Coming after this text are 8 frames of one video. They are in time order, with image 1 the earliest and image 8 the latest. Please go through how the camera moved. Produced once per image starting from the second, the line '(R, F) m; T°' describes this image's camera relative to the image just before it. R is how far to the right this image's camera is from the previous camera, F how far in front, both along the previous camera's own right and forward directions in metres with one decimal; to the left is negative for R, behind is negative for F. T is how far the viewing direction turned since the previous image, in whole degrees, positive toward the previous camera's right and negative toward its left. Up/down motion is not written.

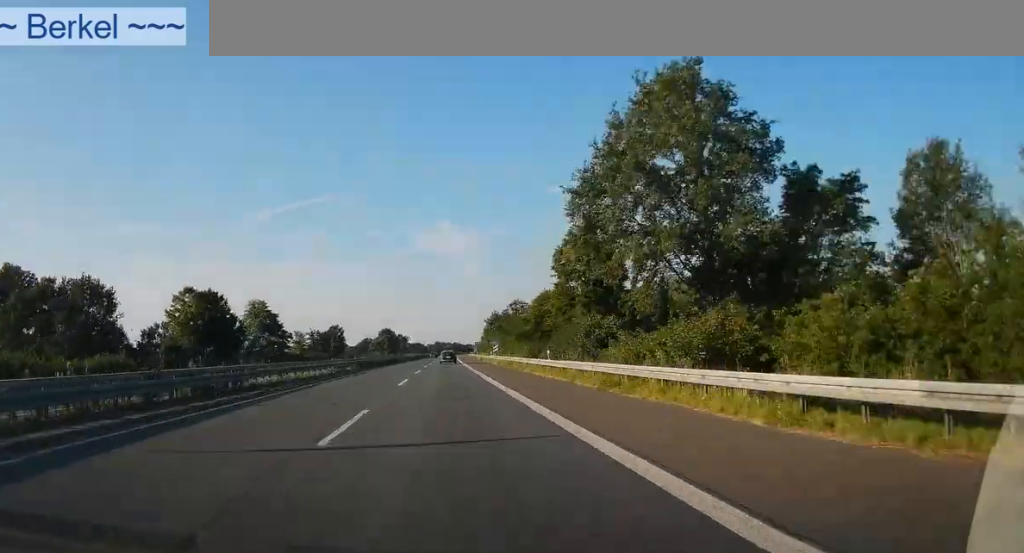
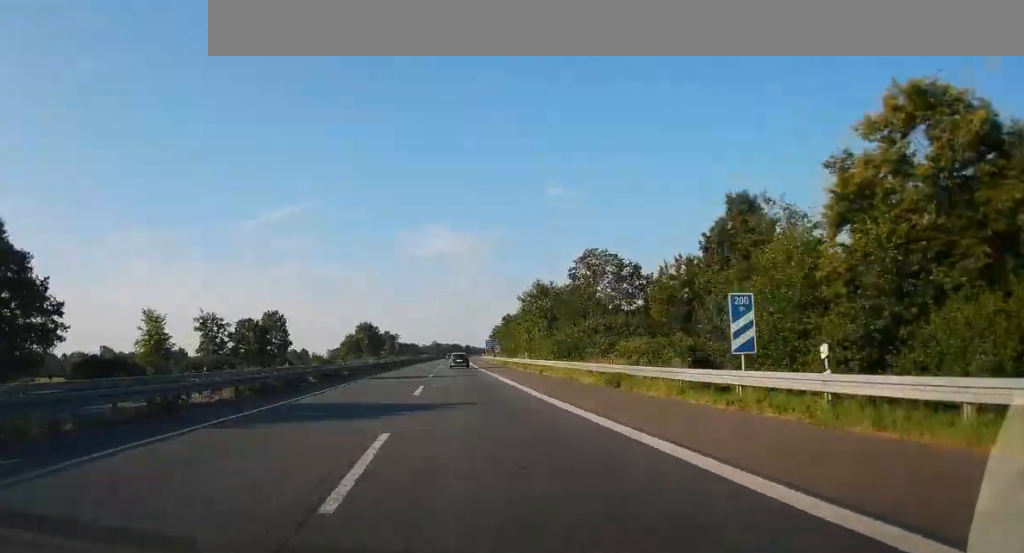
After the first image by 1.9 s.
(-0.2, +75.6) m; 0°
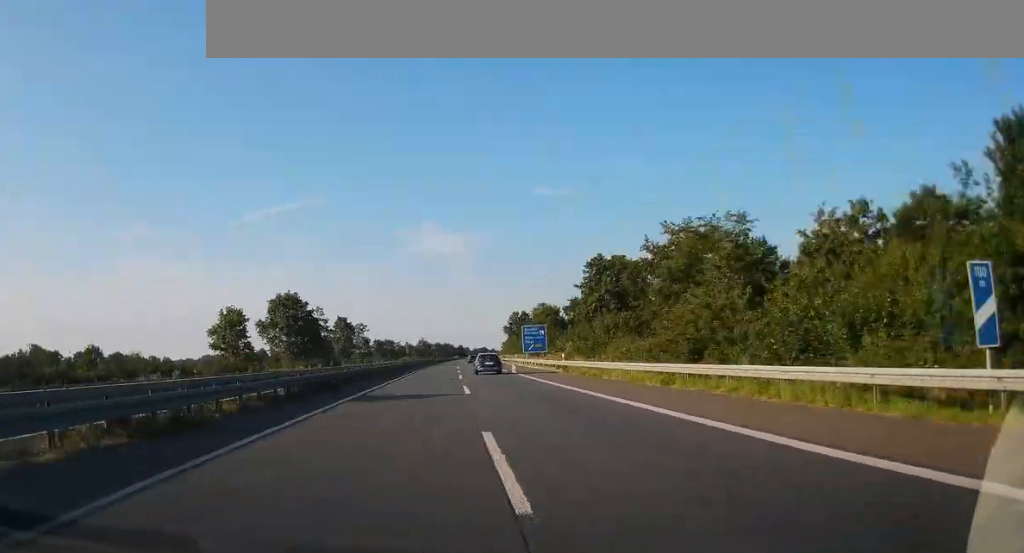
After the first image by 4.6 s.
(+0.8, +106.8) m; +1°
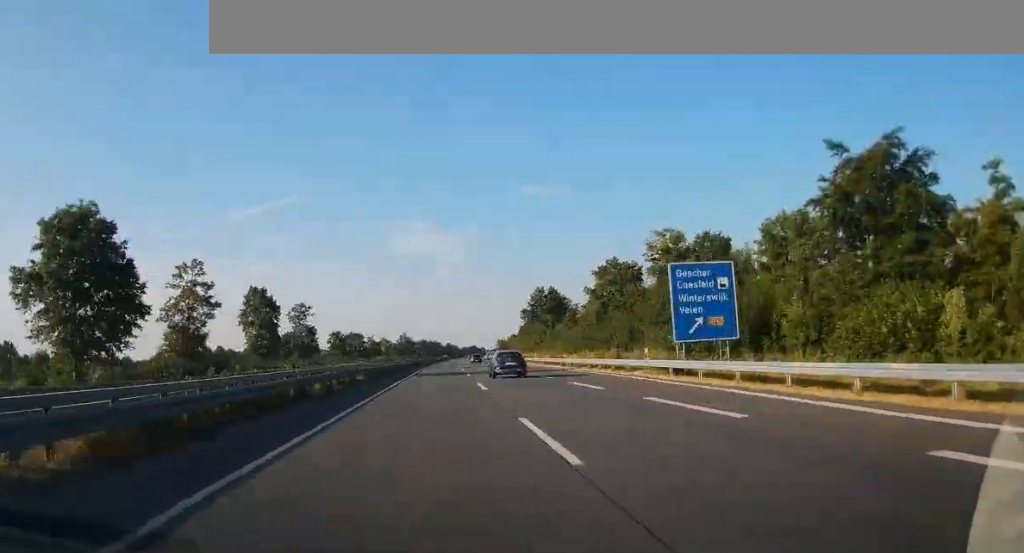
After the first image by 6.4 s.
(-0.1, +70.7) m; +1°
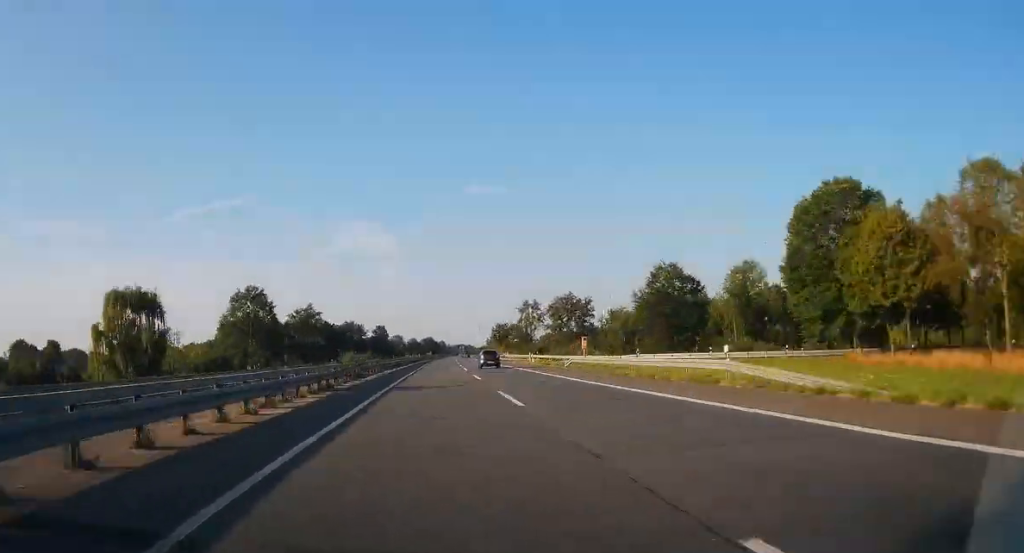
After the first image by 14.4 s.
(+11.9, +313.7) m; +4°
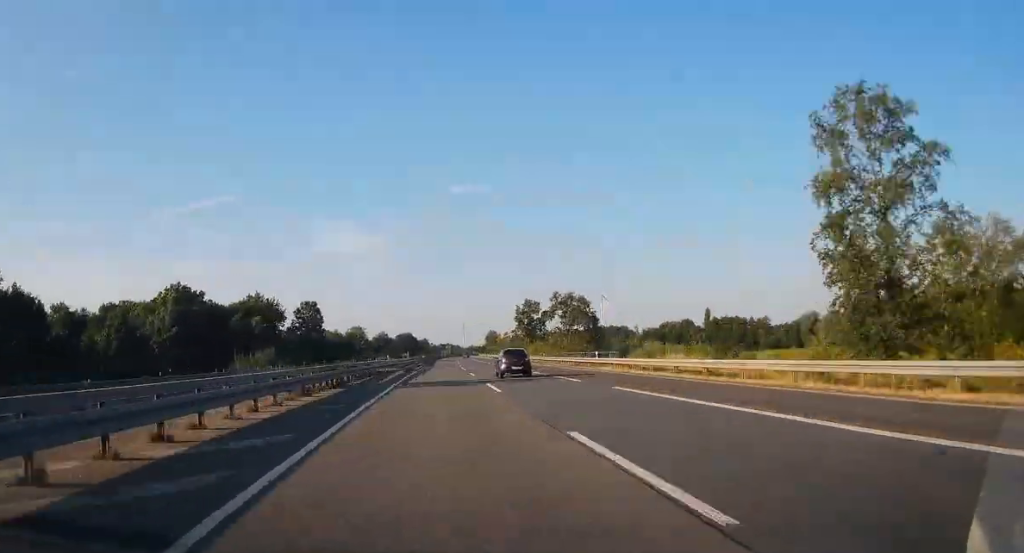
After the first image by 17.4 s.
(+1.3, +117.4) m; +1°
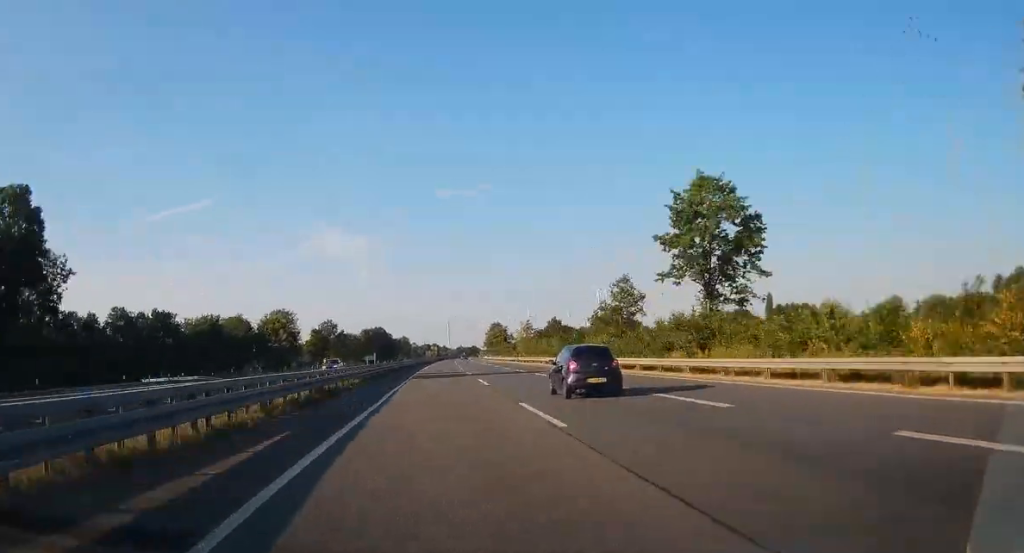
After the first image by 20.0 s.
(+1.1, +99.8) m; +1°
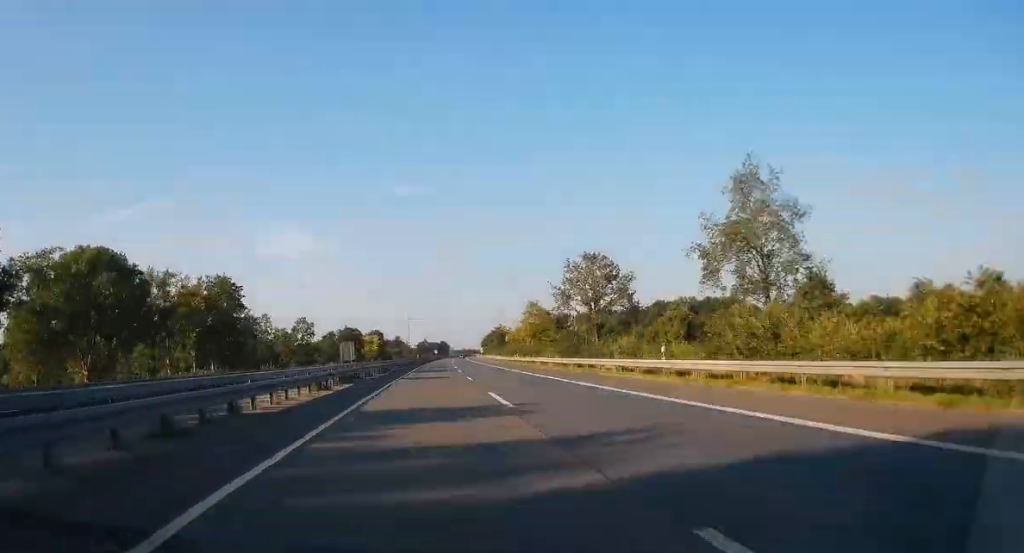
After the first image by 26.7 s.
(+4.6, +262.1) m; +4°
